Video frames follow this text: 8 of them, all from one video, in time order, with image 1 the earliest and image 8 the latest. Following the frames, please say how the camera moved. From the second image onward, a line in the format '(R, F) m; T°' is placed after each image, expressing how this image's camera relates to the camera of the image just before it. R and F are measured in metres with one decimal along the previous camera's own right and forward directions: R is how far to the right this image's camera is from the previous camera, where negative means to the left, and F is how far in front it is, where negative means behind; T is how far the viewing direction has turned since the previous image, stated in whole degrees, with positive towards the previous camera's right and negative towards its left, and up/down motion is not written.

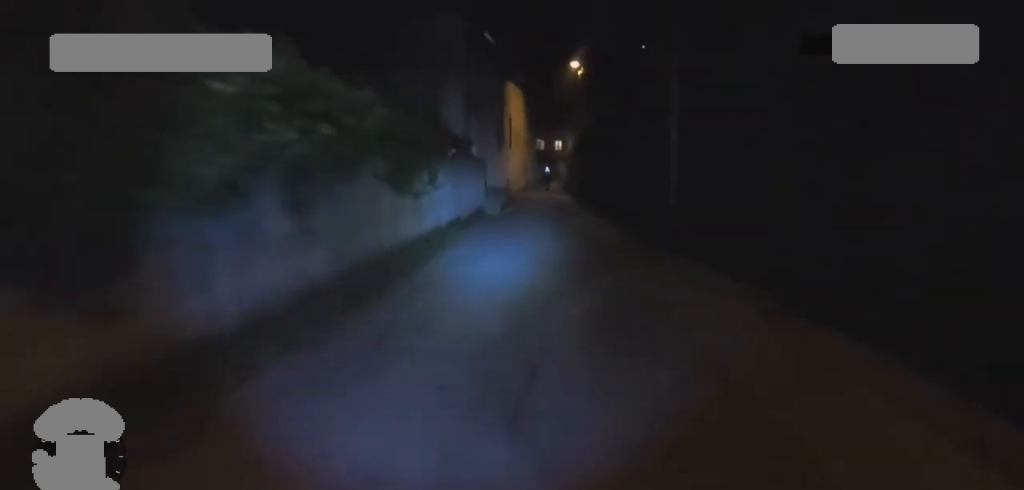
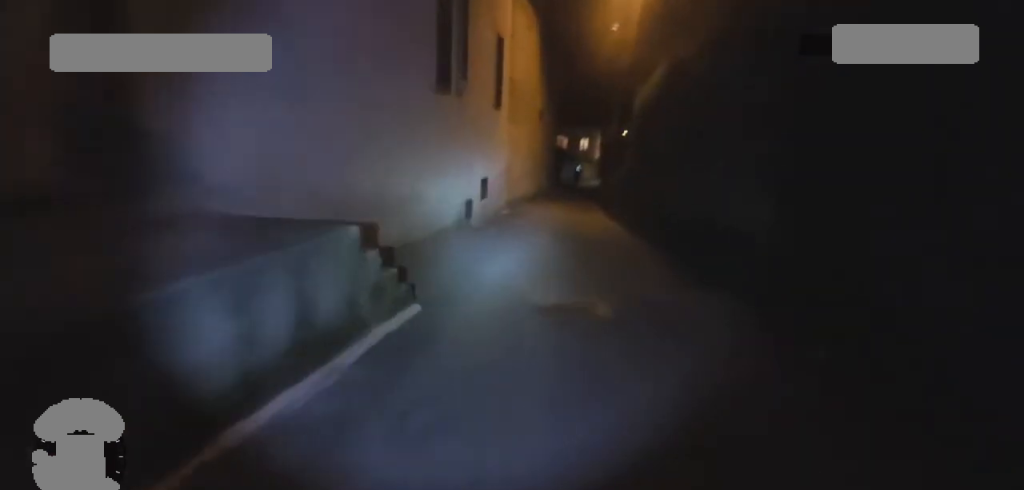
(+0.1, +13.2) m; 0°
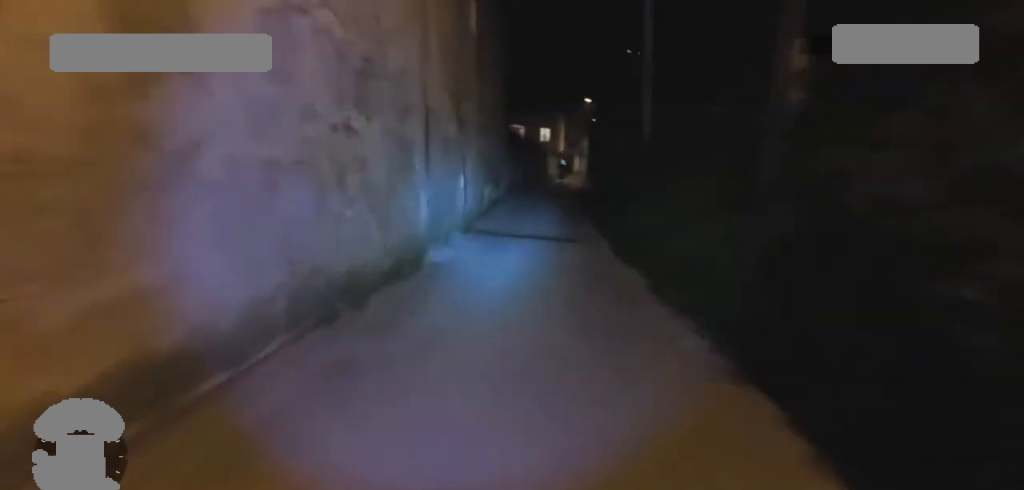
(+0.4, +13.4) m; 0°
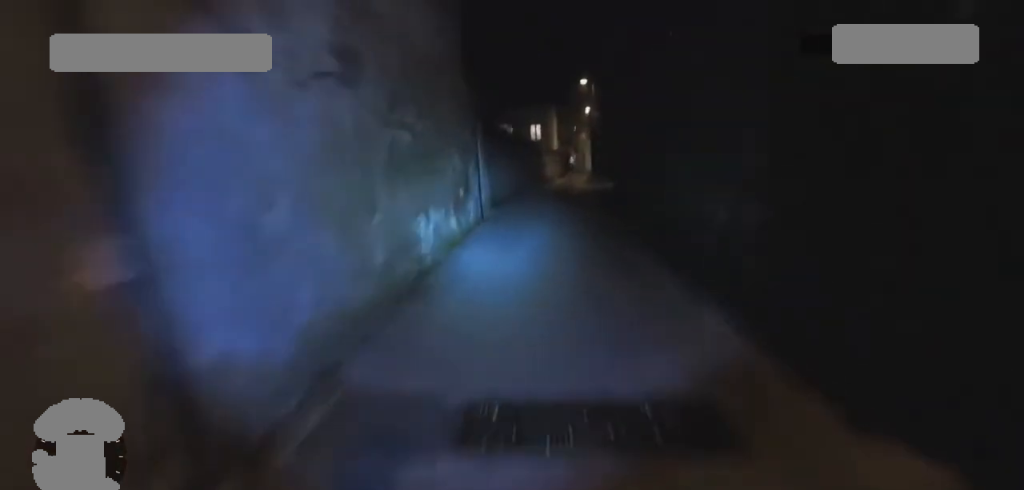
(-0.5, +6.9) m; 0°
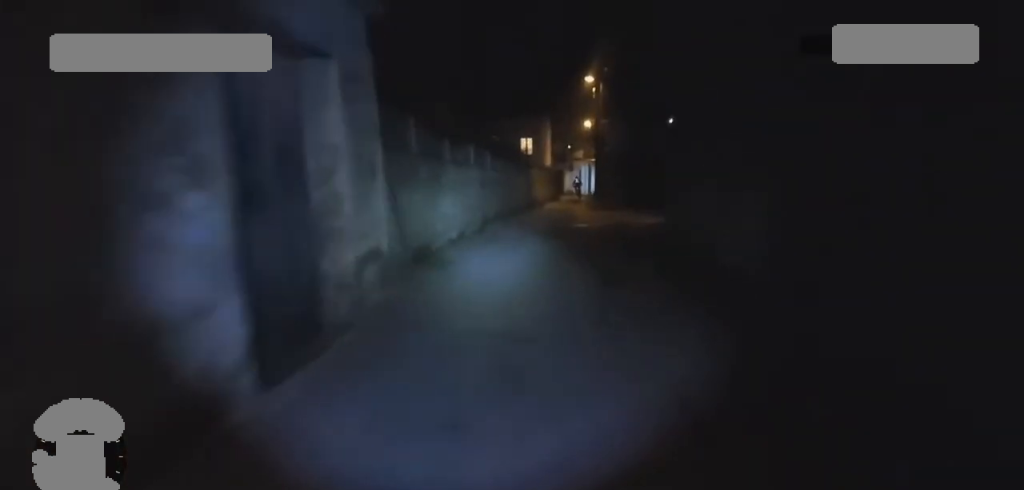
(+0.4, +7.8) m; +8°
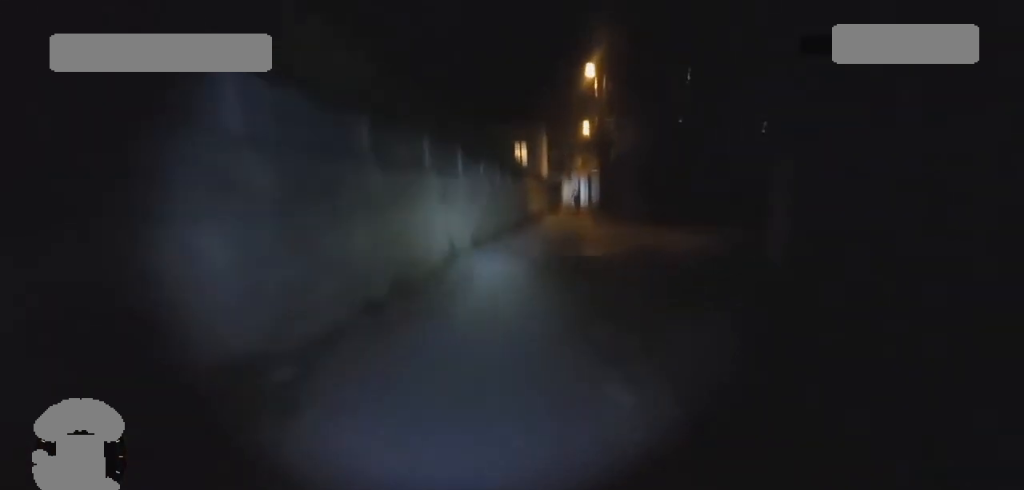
(+0.1, +3.9) m; +4°
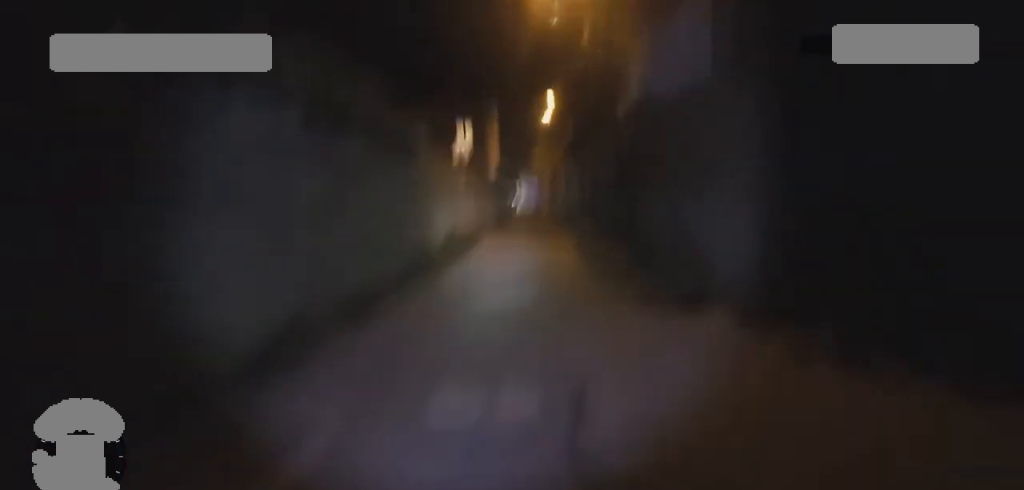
(+0.5, +11.2) m; -1°
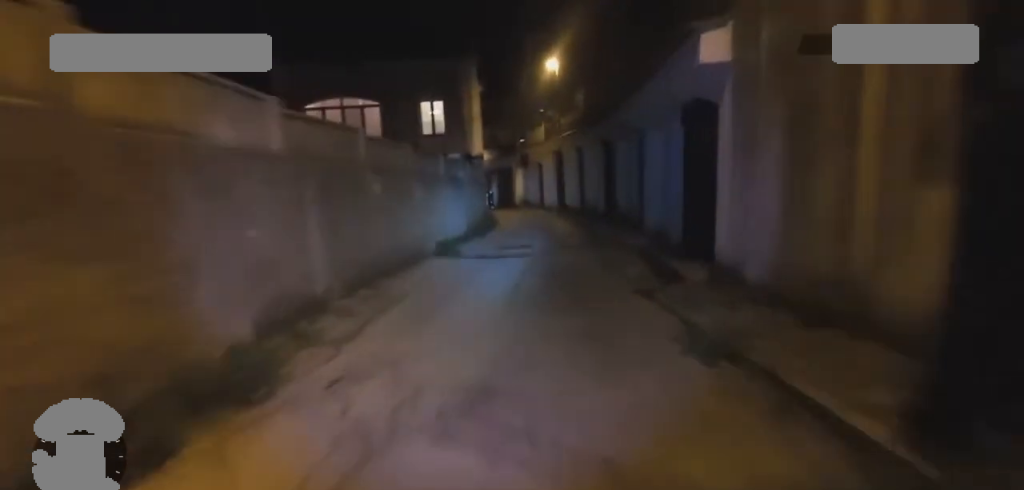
(-0.5, +9.9) m; 0°
